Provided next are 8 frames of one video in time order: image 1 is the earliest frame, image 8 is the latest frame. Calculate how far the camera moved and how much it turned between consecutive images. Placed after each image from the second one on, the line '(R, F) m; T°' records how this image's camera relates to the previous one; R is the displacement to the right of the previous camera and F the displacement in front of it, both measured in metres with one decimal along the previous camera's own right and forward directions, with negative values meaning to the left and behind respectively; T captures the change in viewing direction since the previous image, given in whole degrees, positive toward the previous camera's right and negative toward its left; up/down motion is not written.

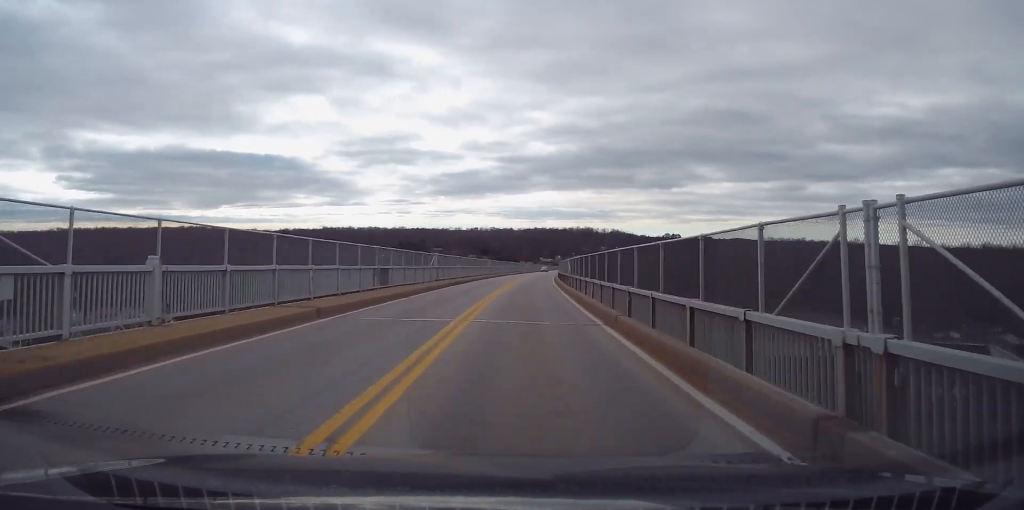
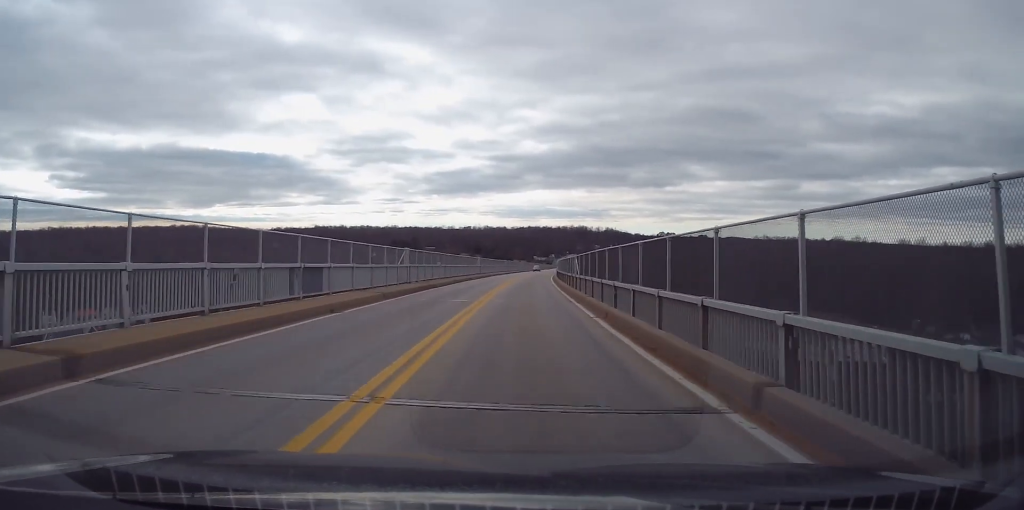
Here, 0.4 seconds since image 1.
(-0.3, +9.9) m; 0°
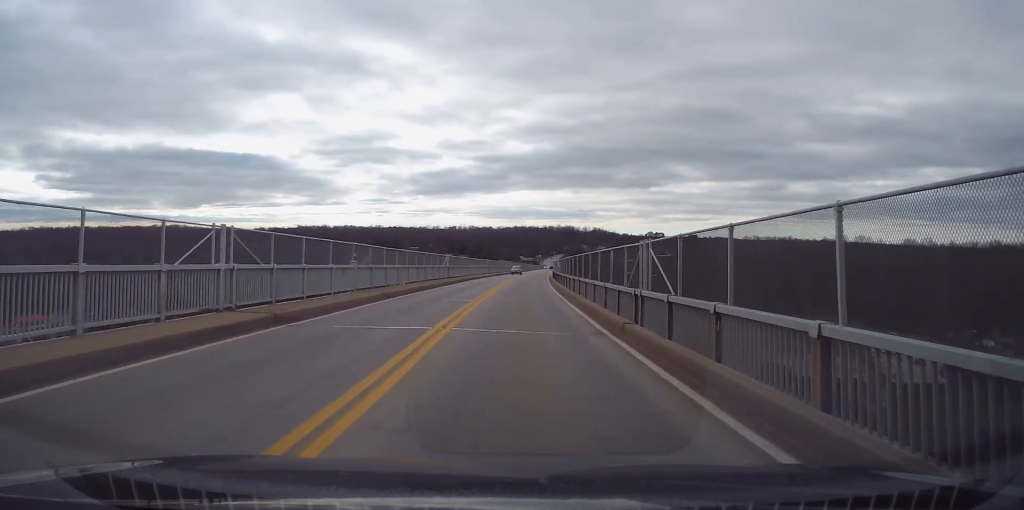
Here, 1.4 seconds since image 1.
(+0.7, +22.3) m; +2°
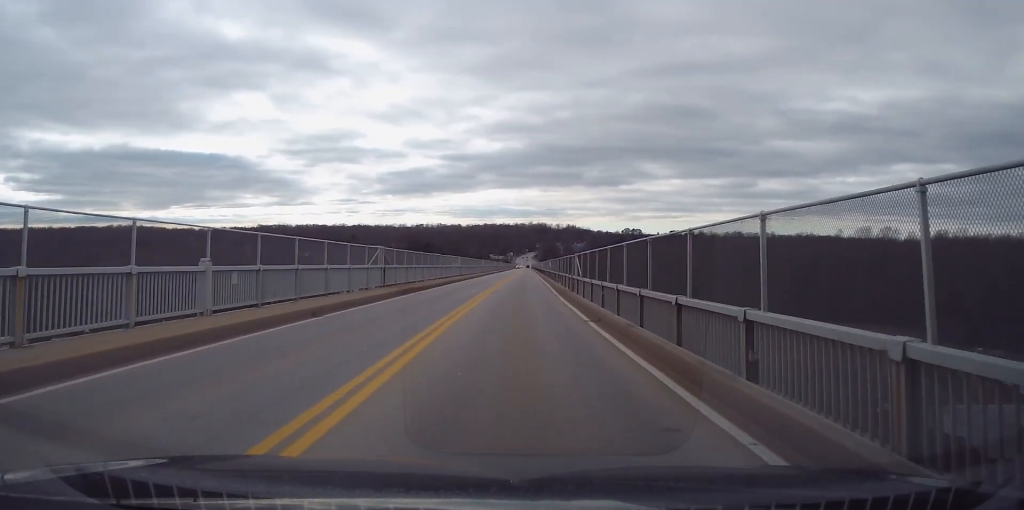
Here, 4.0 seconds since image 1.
(+0.7, +60.3) m; +2°
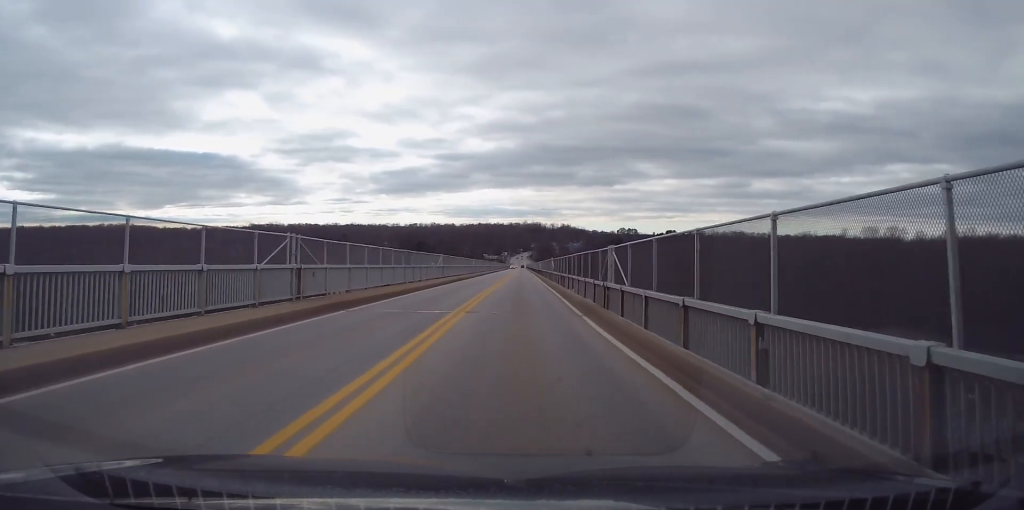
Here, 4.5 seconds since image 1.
(+0.2, +12.4) m; +1°
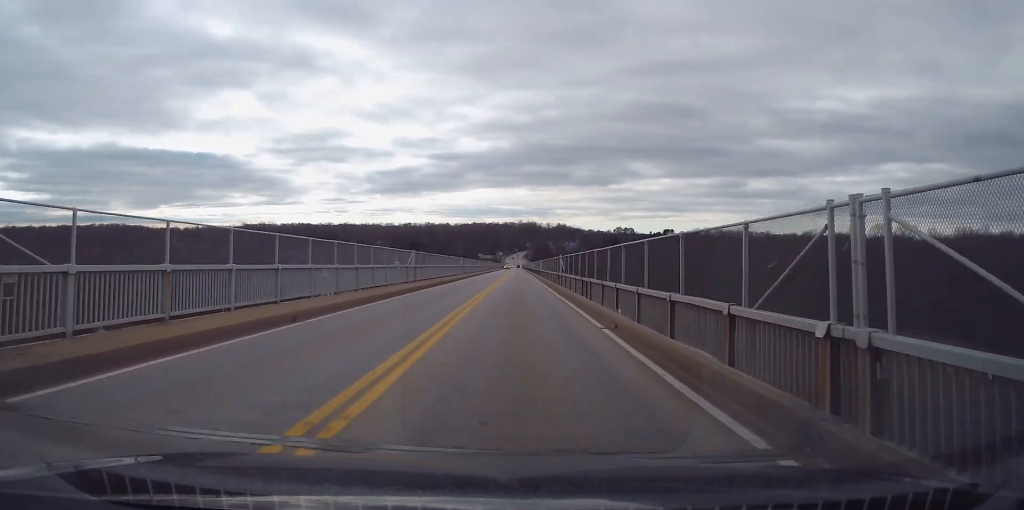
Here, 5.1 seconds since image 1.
(-0.1, +14.0) m; 0°
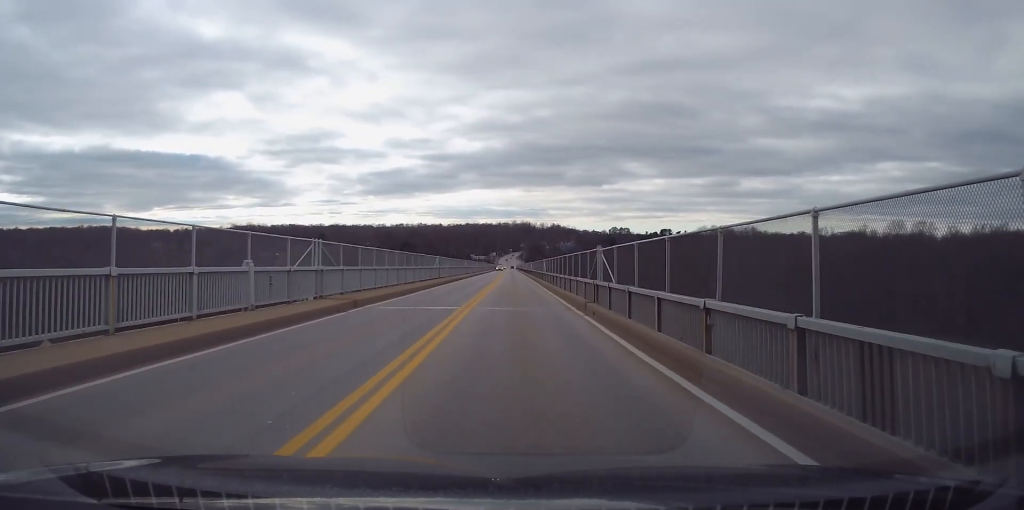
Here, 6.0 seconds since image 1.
(0.0, +20.3) m; 0°
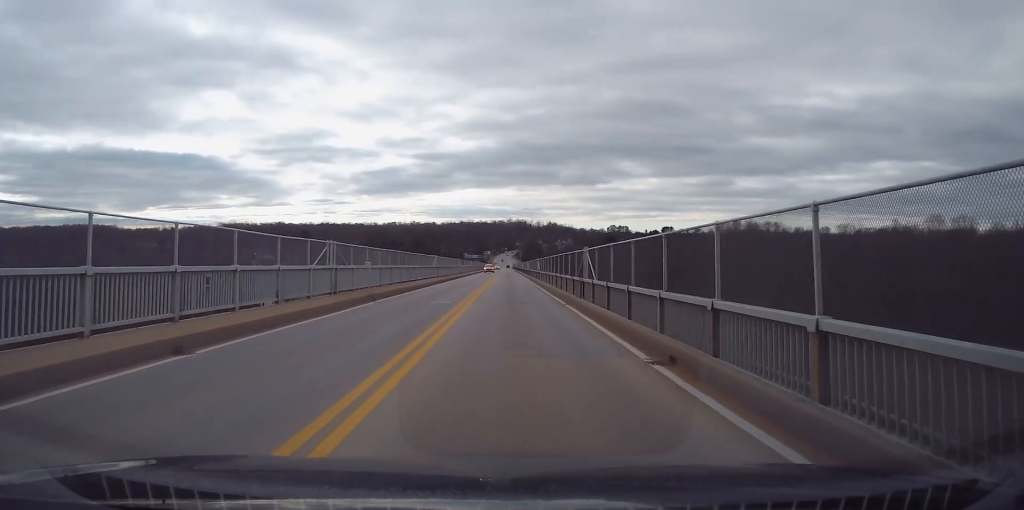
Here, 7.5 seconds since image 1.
(+0.1, +34.2) m; +1°
